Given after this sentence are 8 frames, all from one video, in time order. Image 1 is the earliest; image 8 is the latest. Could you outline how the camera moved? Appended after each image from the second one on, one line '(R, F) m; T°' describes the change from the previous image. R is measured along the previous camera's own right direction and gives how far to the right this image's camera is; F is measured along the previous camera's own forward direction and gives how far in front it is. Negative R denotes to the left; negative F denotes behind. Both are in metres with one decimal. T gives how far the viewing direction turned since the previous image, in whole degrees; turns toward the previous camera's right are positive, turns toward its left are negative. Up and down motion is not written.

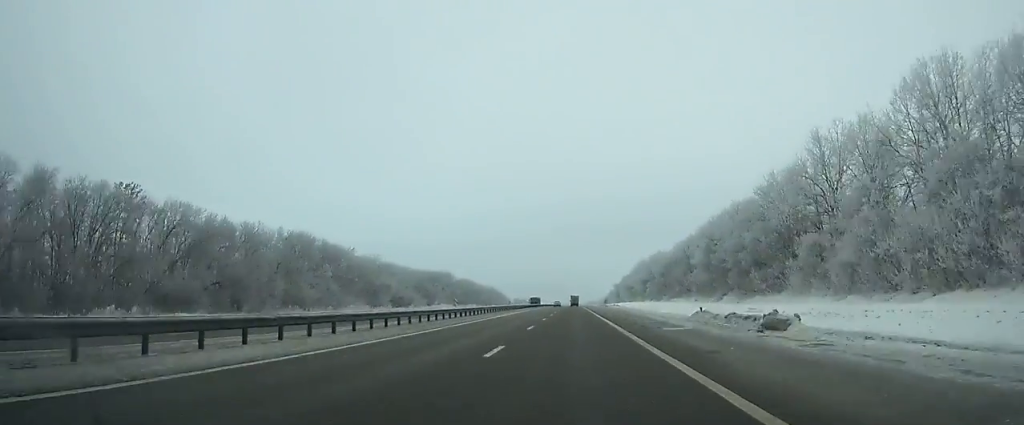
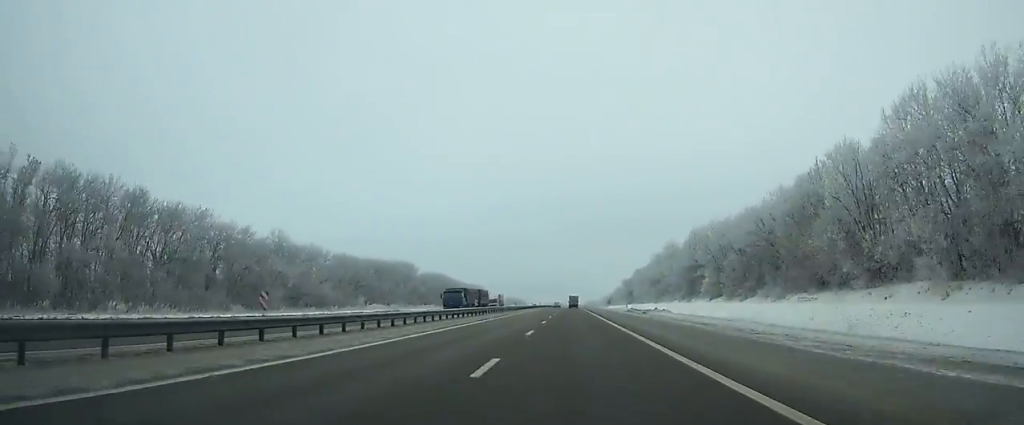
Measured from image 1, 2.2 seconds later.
(+0.1, +63.6) m; 0°
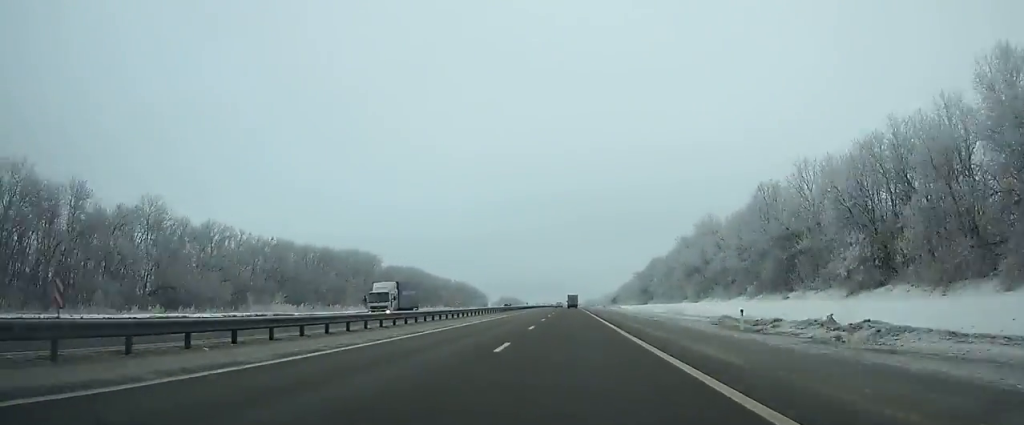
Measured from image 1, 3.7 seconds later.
(0.0, +43.9) m; 0°
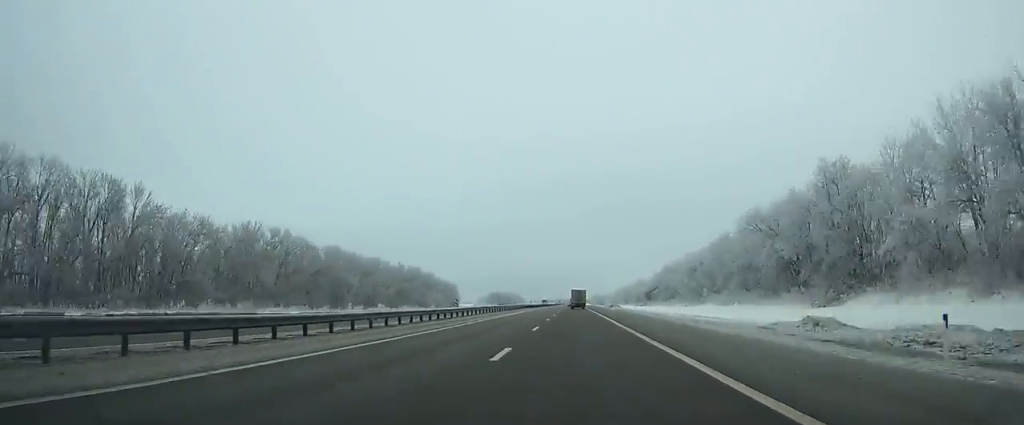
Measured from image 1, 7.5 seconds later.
(-0.4, +114.4) m; 0°
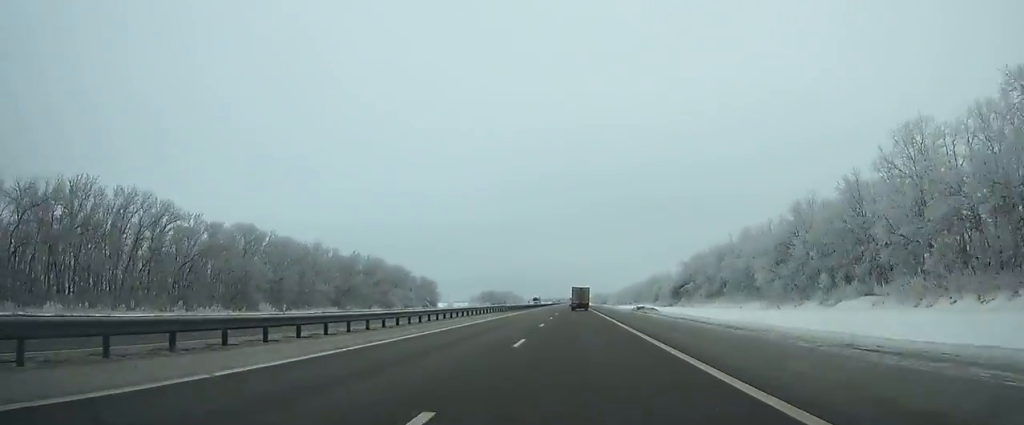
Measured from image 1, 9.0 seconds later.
(0.0, +46.0) m; 0°
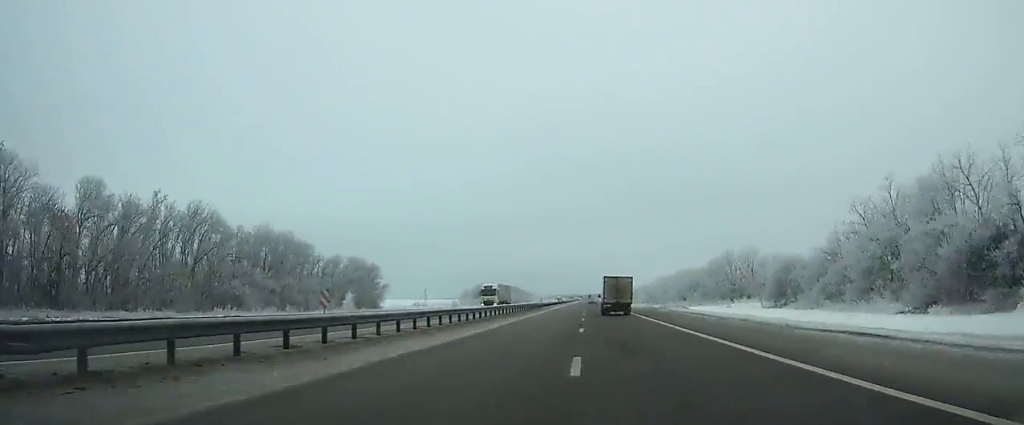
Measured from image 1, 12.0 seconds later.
(-0.6, +93.3) m; 0°
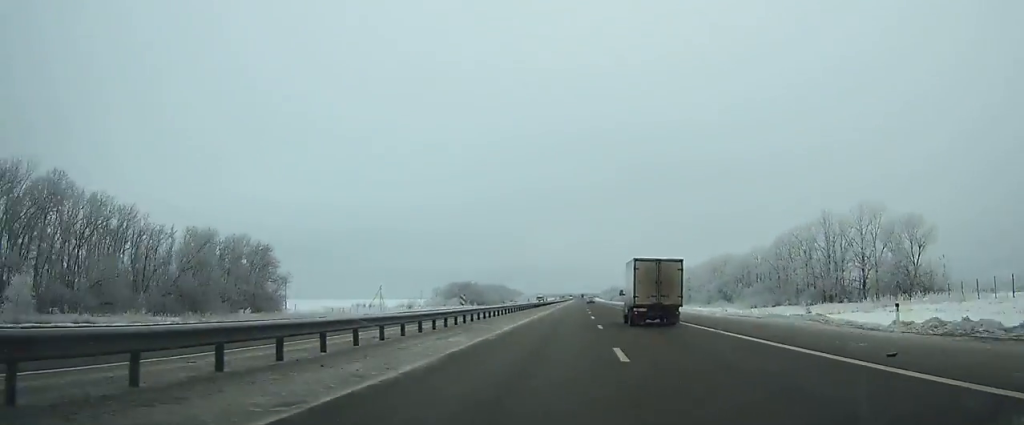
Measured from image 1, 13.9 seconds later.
(+0.2, +57.6) m; 0°
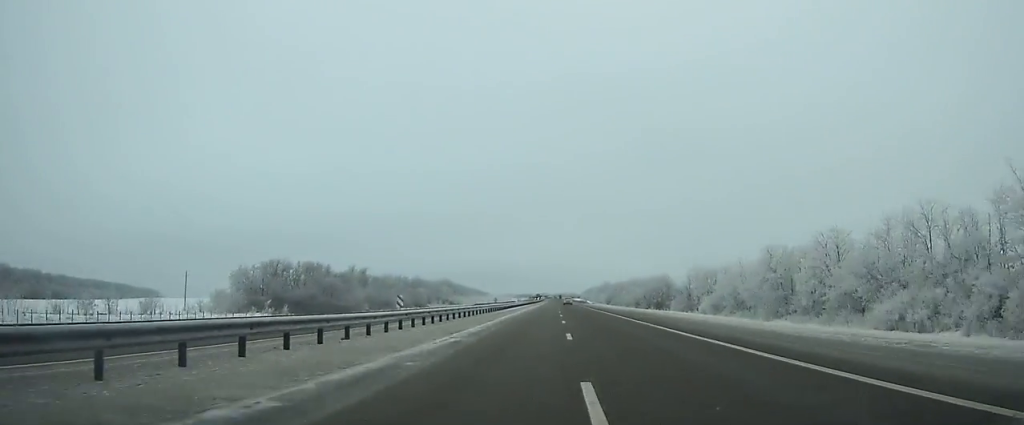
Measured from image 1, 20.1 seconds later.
(+3.0, +194.4) m; +1°
